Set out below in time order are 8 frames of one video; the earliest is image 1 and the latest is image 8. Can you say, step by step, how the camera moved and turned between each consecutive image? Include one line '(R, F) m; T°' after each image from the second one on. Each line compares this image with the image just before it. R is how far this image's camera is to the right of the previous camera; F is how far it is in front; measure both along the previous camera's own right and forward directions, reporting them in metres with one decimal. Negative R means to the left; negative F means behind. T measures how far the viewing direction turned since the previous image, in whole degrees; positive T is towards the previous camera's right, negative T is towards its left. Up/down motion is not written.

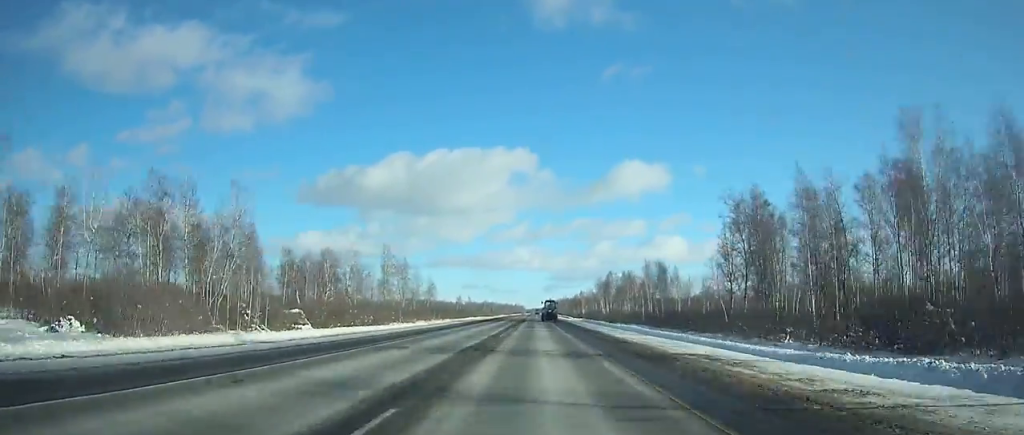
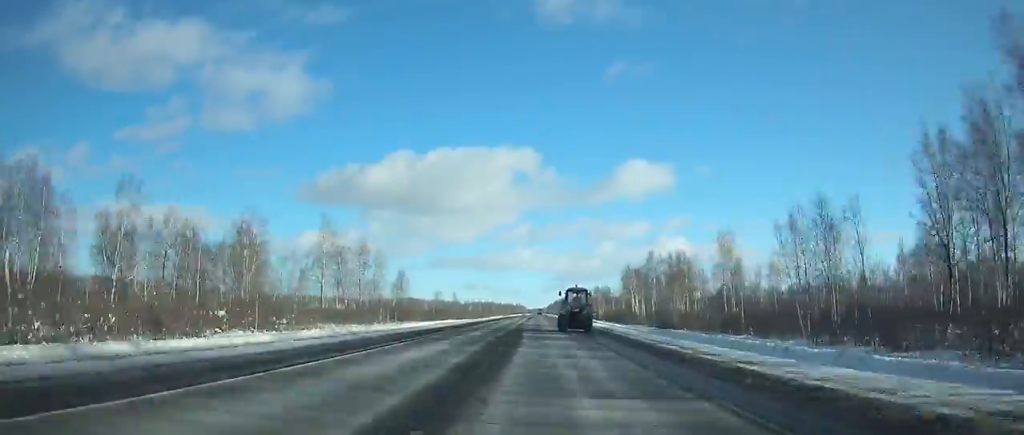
(0.0, +53.2) m; 0°
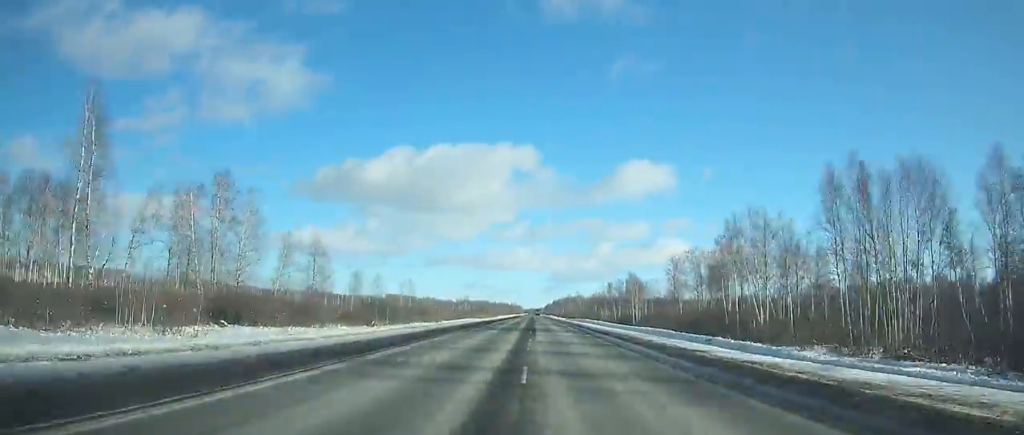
(-0.2, +70.9) m; 0°
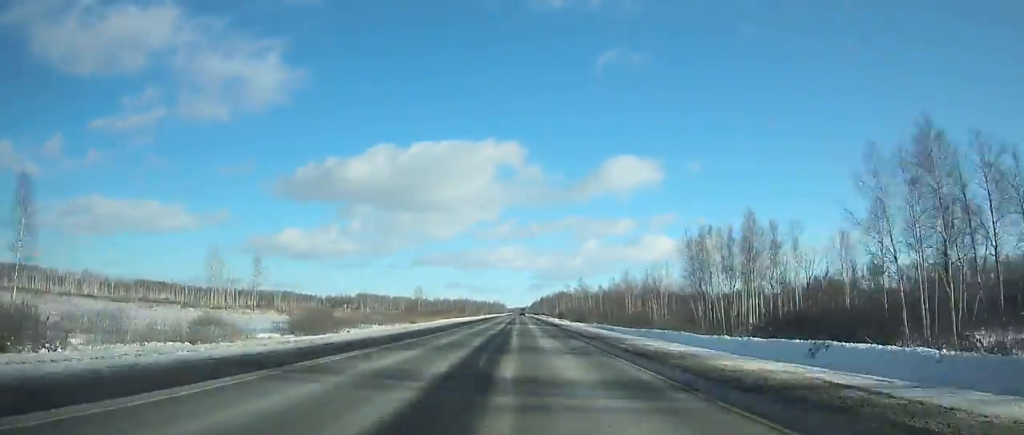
(+0.8, +99.4) m; +1°
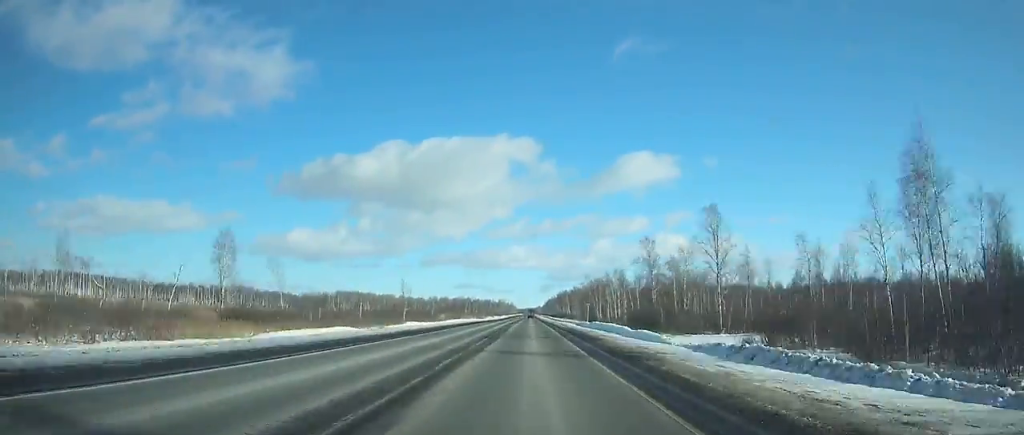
(-0.2, +154.2) m; 0°
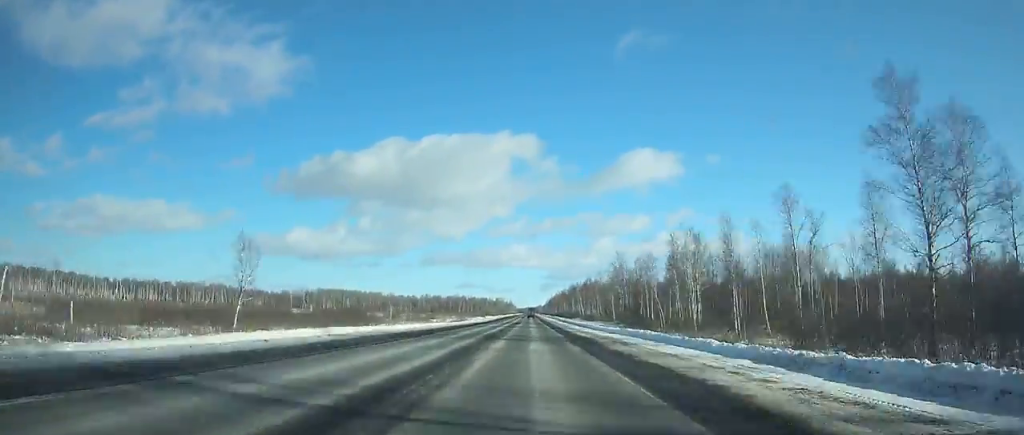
(-0.2, +68.3) m; 0°
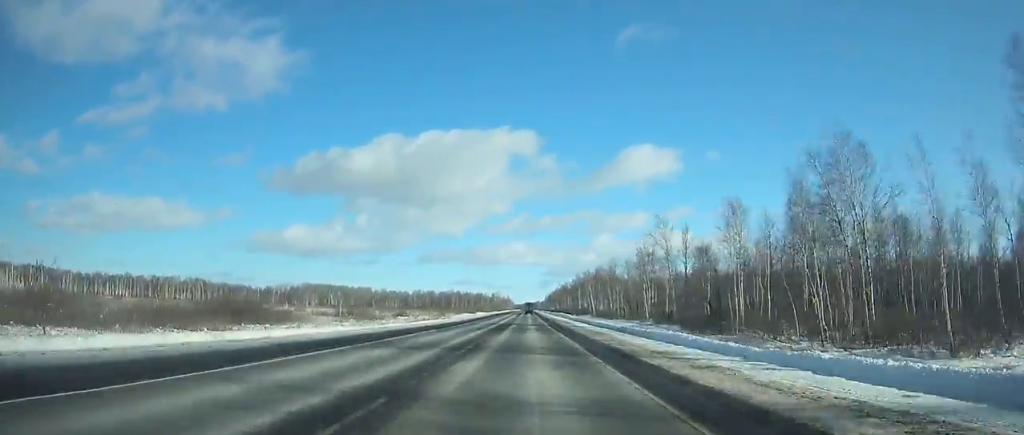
(0.0, +40.4) m; 0°
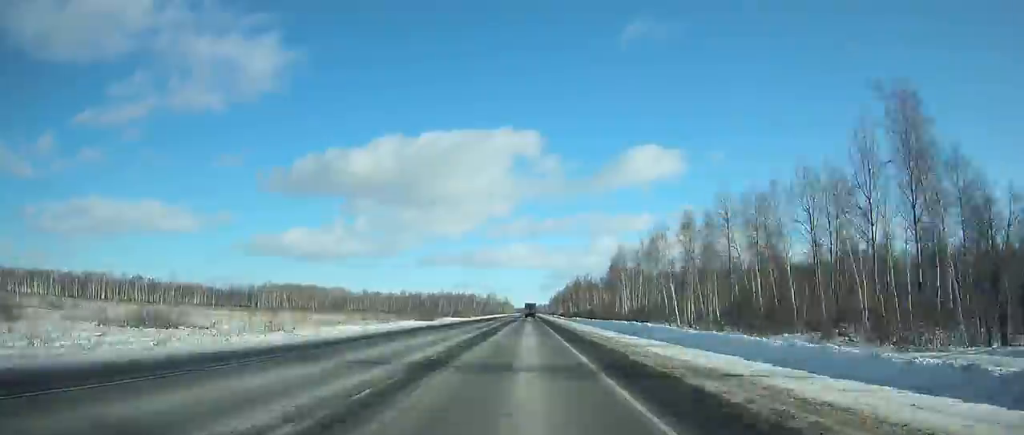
(0.0, +89.6) m; 0°
